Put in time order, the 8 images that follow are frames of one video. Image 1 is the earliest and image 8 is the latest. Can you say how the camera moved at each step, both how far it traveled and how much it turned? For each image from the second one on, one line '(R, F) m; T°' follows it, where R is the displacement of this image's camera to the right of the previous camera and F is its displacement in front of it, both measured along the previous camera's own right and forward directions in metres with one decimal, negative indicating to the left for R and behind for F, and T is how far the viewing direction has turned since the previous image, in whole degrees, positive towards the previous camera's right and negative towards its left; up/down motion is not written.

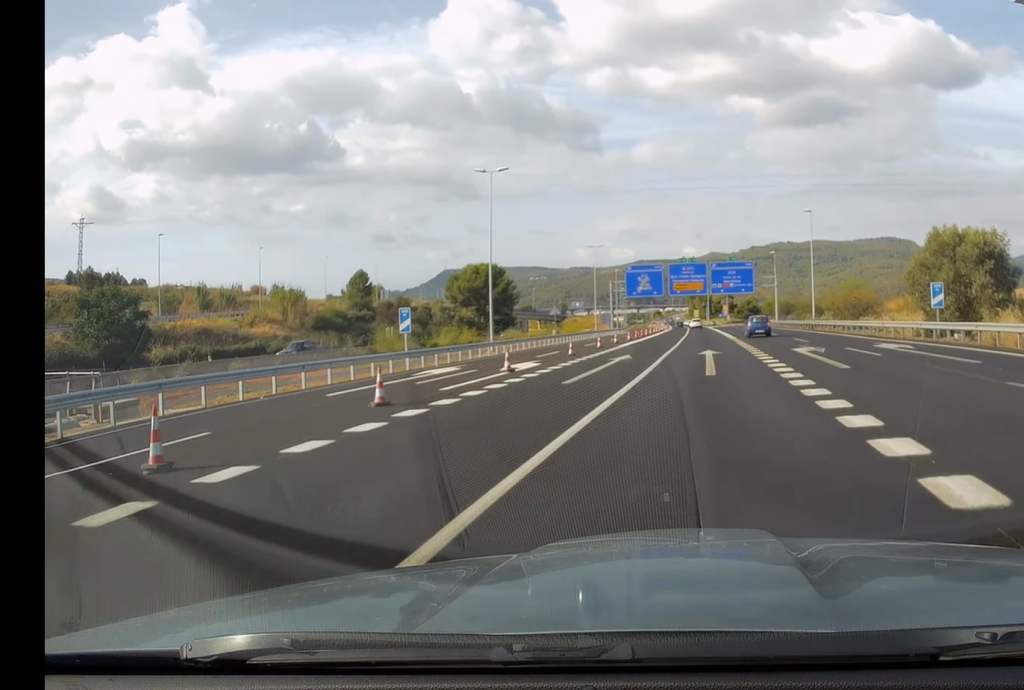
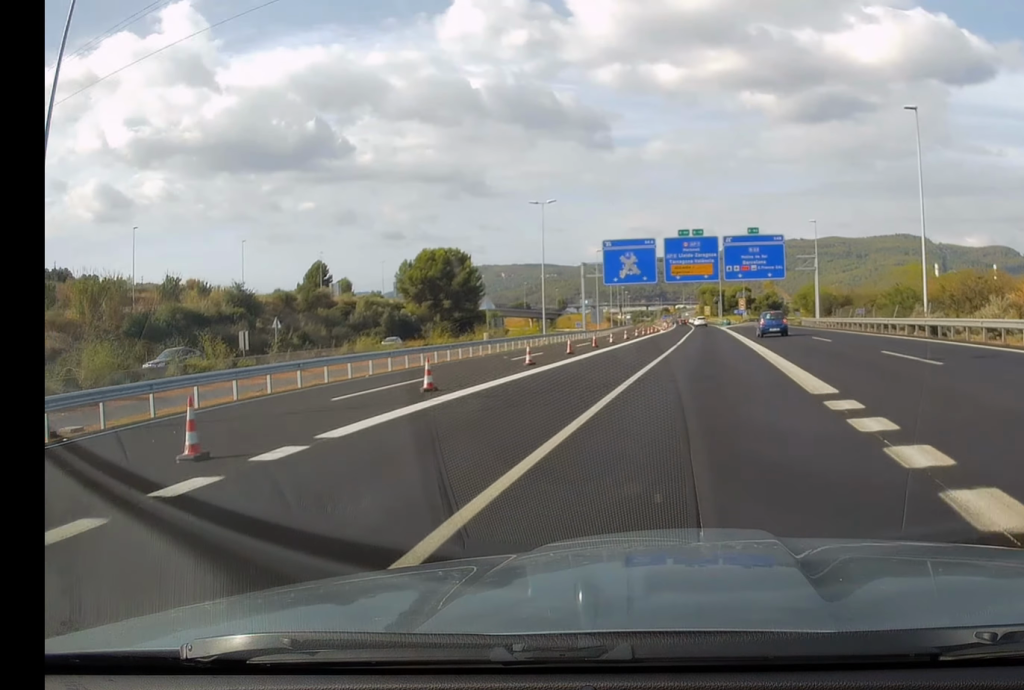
(-0.3, +40.7) m; -1°
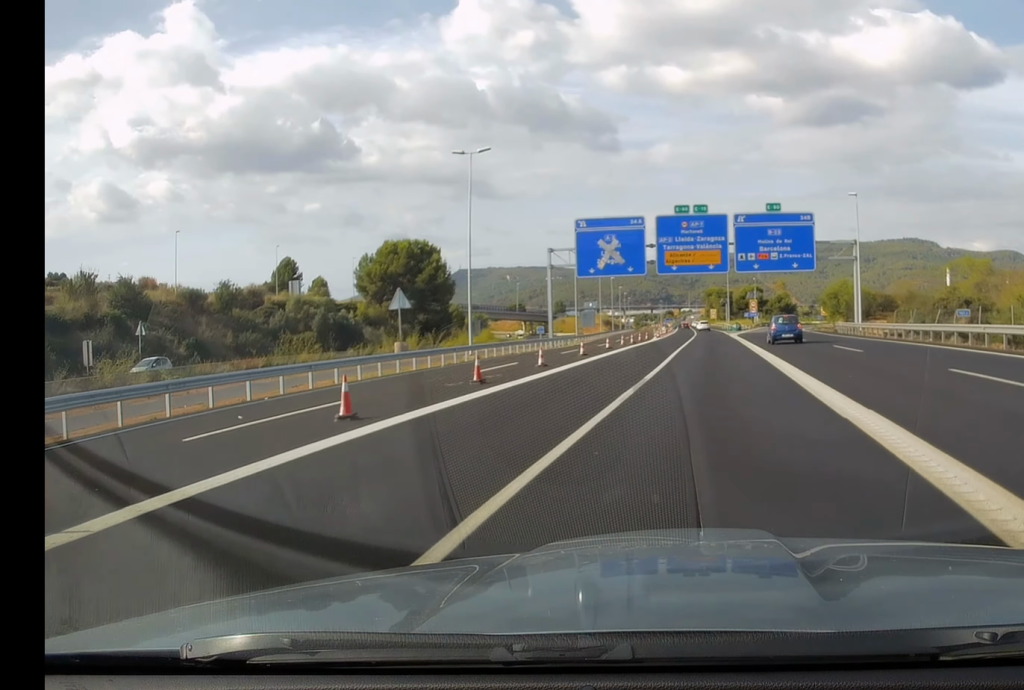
(0.0, +23.7) m; -1°
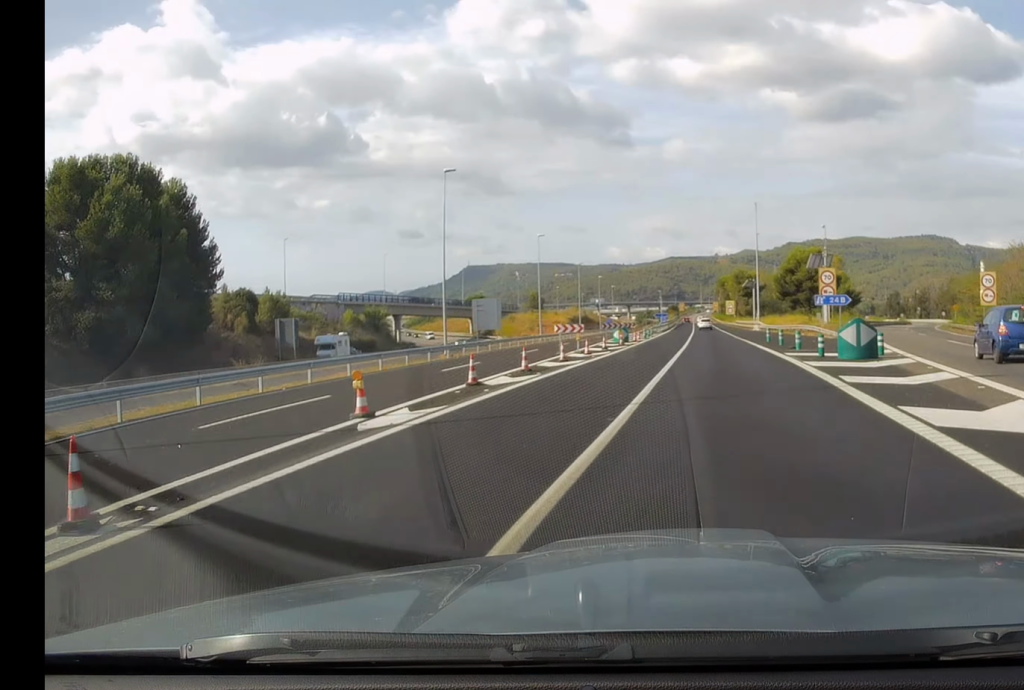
(-1.1, +85.7) m; -1°
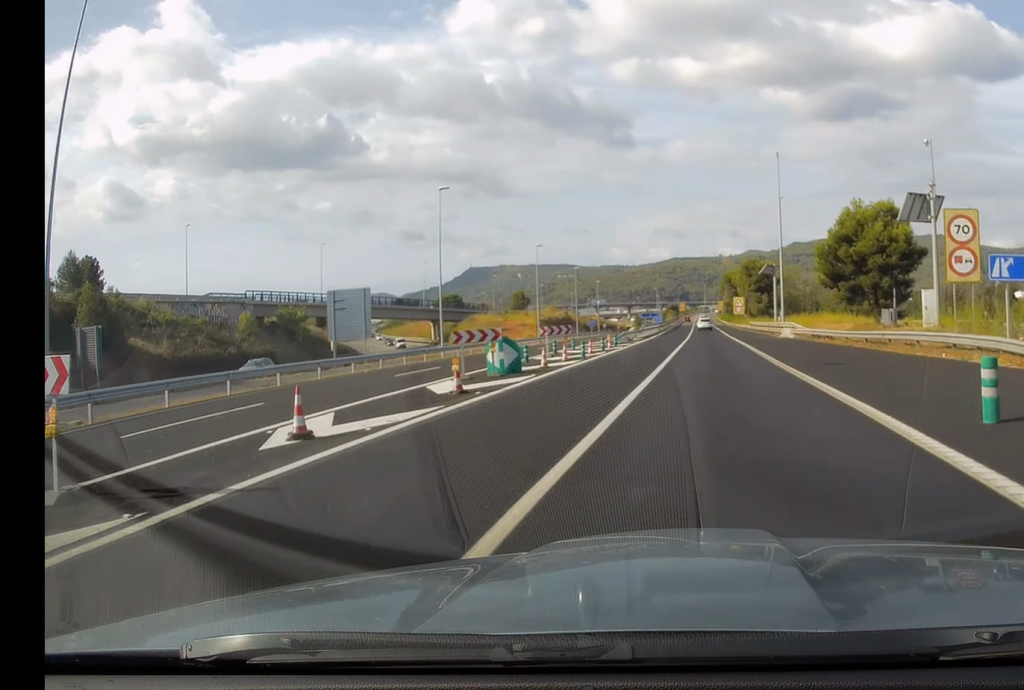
(+0.1, +35.6) m; 0°
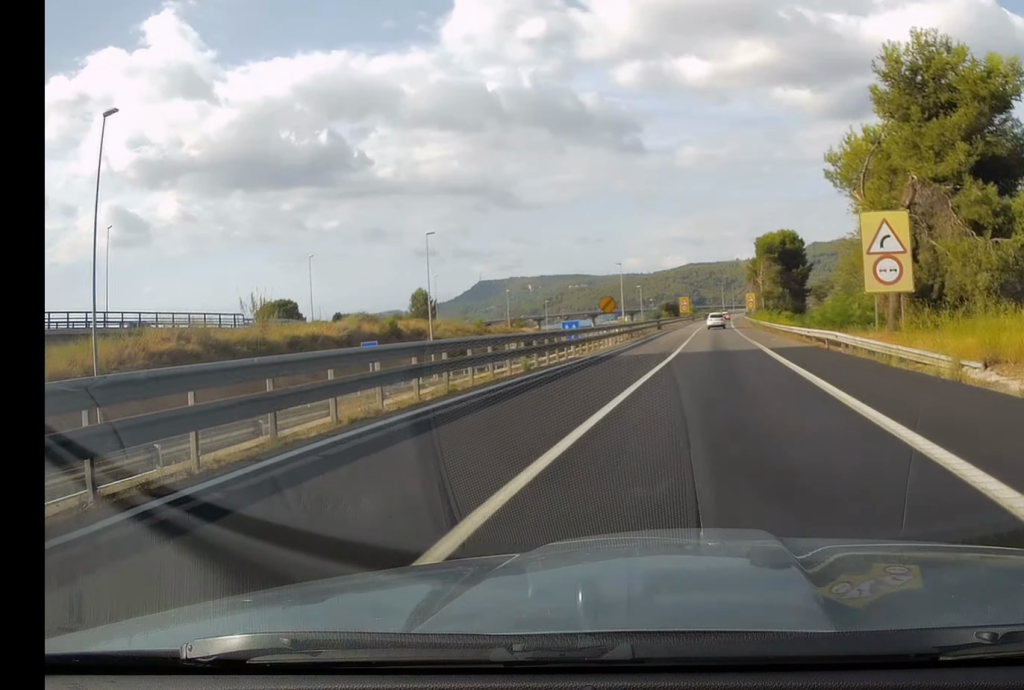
(-1.8, +119.3) m; -1°
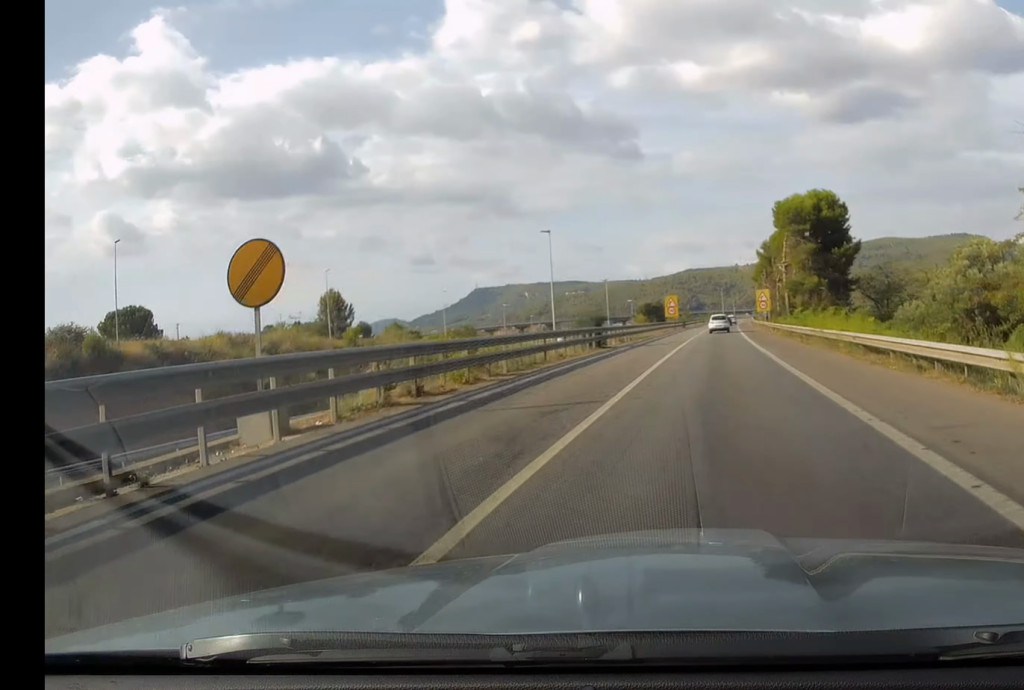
(-0.3, +45.7) m; 0°
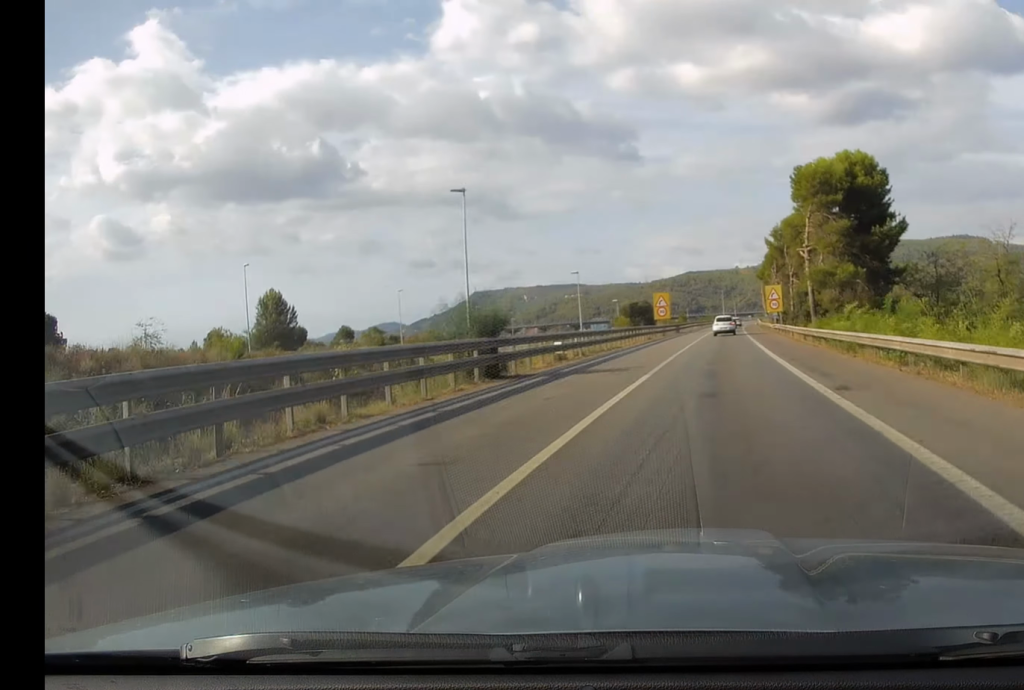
(+0.1, +21.3) m; 0°
